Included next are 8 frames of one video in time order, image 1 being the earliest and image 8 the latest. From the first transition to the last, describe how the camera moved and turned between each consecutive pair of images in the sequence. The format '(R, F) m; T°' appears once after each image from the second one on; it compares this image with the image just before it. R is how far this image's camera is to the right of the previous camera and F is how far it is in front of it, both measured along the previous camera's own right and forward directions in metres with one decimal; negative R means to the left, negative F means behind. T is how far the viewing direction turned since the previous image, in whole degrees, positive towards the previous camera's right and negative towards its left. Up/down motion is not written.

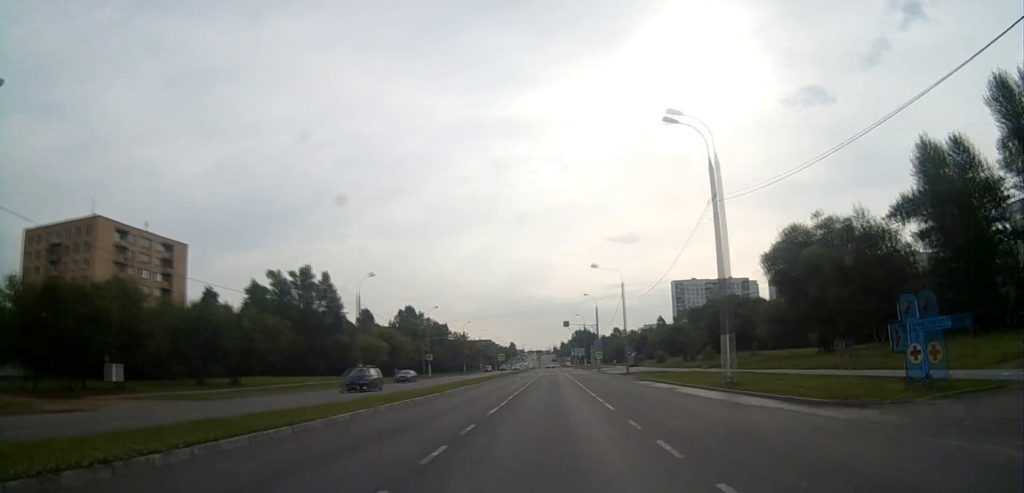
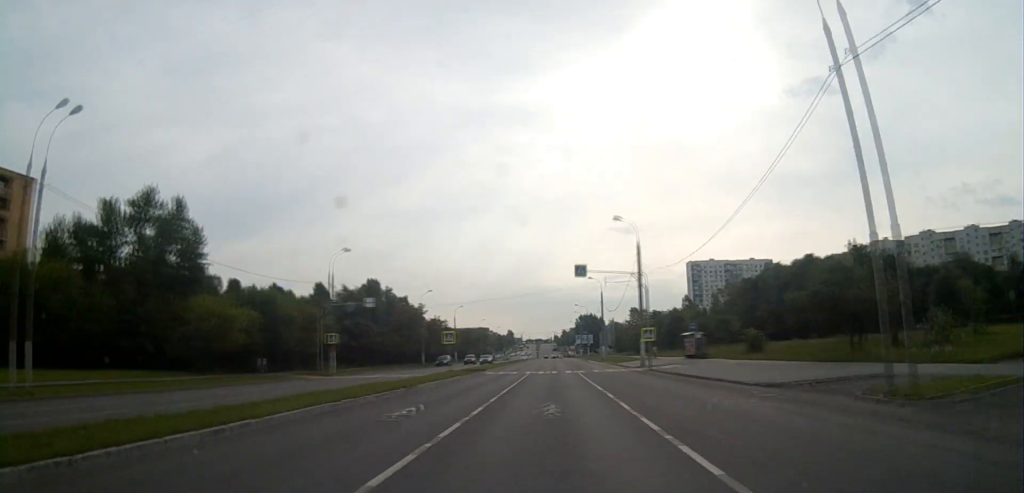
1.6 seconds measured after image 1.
(-0.2, +48.0) m; 0°
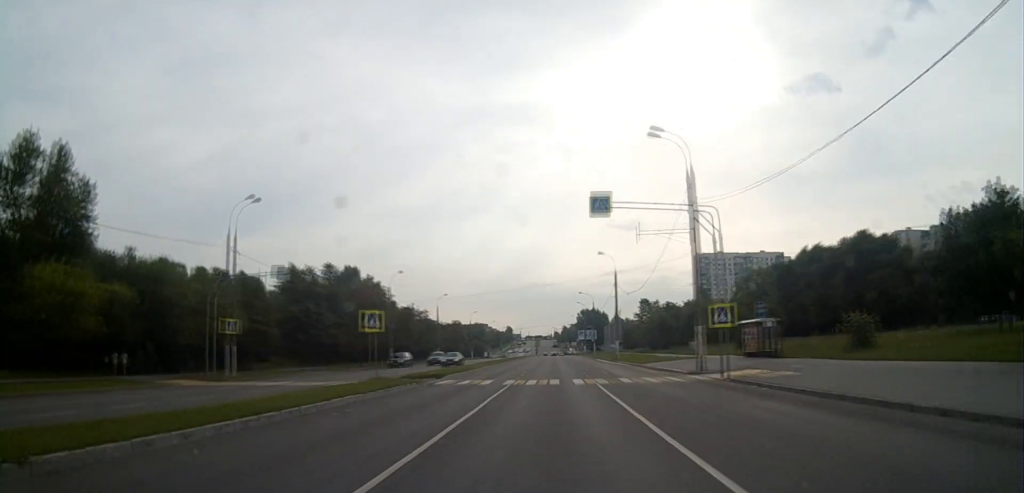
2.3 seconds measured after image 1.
(0.0, +20.0) m; 0°
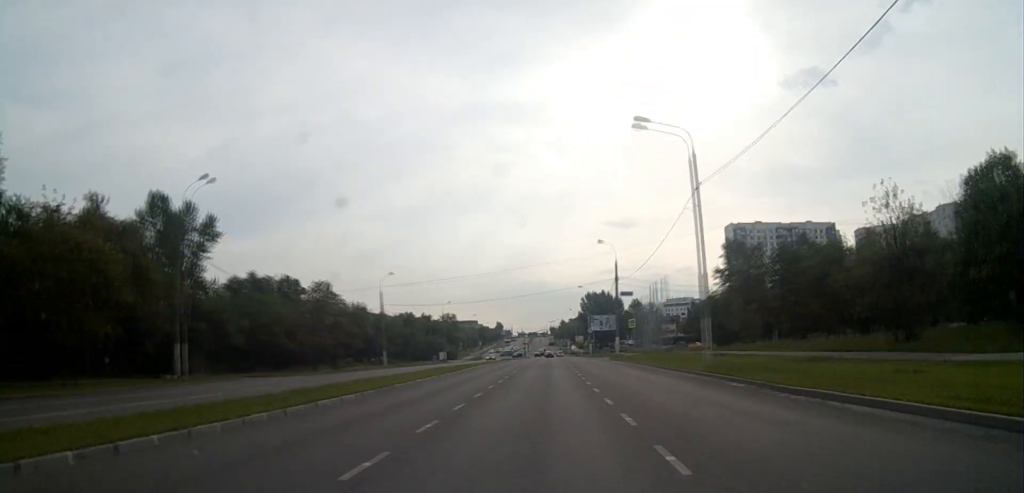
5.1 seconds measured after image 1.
(+0.5, +79.4) m; +1°
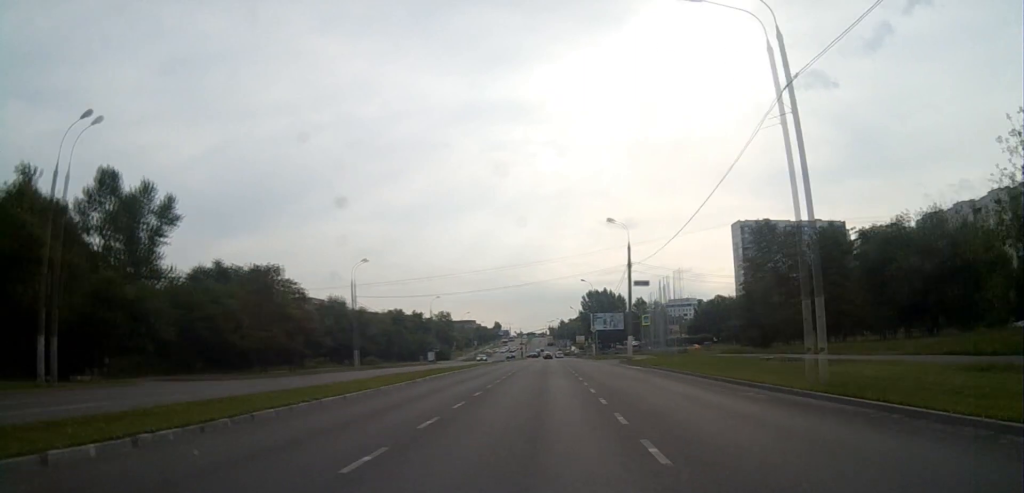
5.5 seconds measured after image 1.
(0.0, +11.2) m; 0°
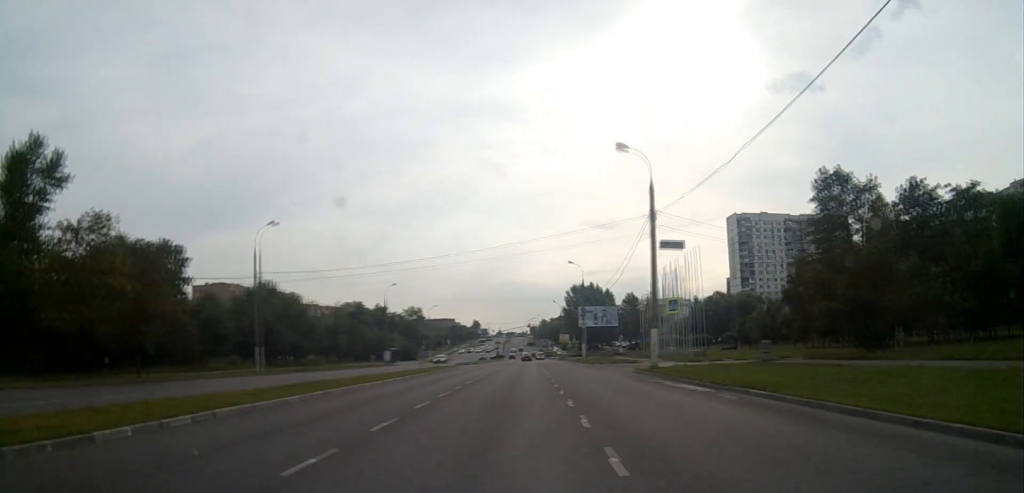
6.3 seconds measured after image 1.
(+0.1, +20.0) m; +1°
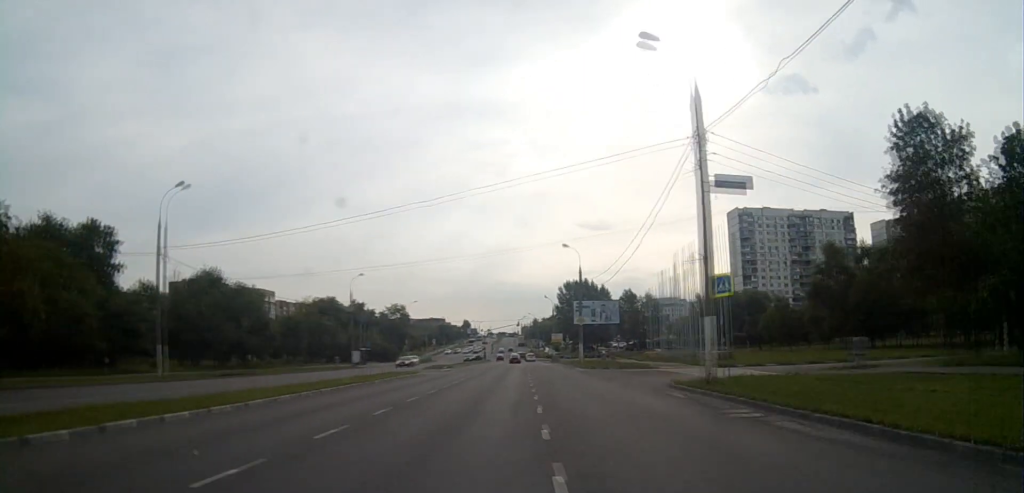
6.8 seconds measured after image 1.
(+0.2, +12.4) m; 0°
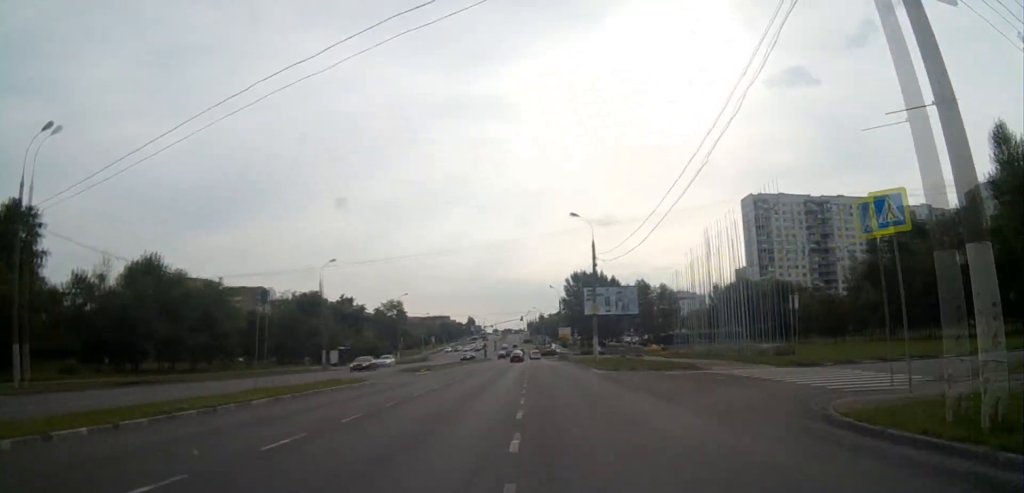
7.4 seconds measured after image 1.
(+0.1, +12.8) m; 0°
